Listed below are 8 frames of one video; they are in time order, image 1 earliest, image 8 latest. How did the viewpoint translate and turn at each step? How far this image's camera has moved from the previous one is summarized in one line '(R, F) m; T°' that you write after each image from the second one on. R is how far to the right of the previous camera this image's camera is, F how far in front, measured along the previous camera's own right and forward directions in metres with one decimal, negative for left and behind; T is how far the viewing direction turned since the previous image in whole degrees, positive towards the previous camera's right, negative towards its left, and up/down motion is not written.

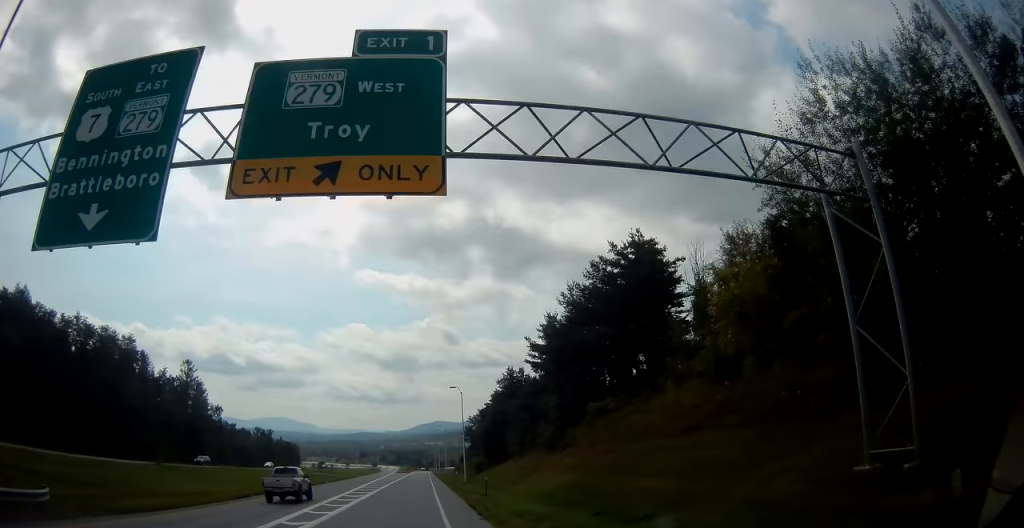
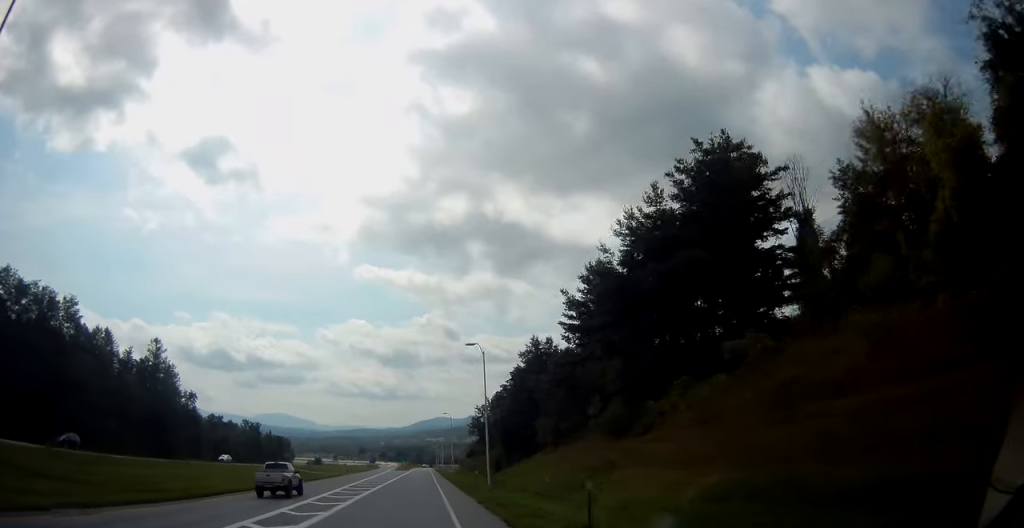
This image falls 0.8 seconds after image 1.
(+0.1, +20.4) m; +1°
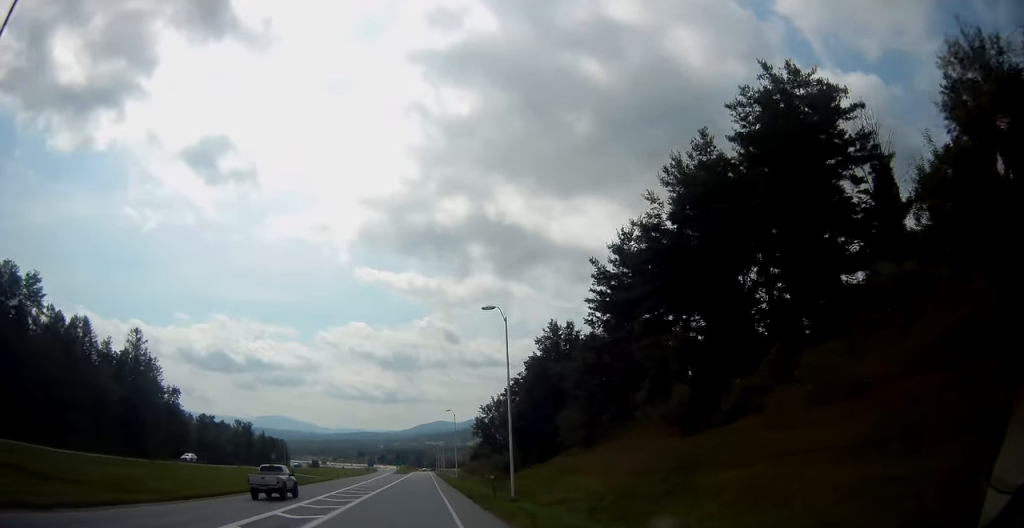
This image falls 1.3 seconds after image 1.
(-0.1, +10.6) m; 0°
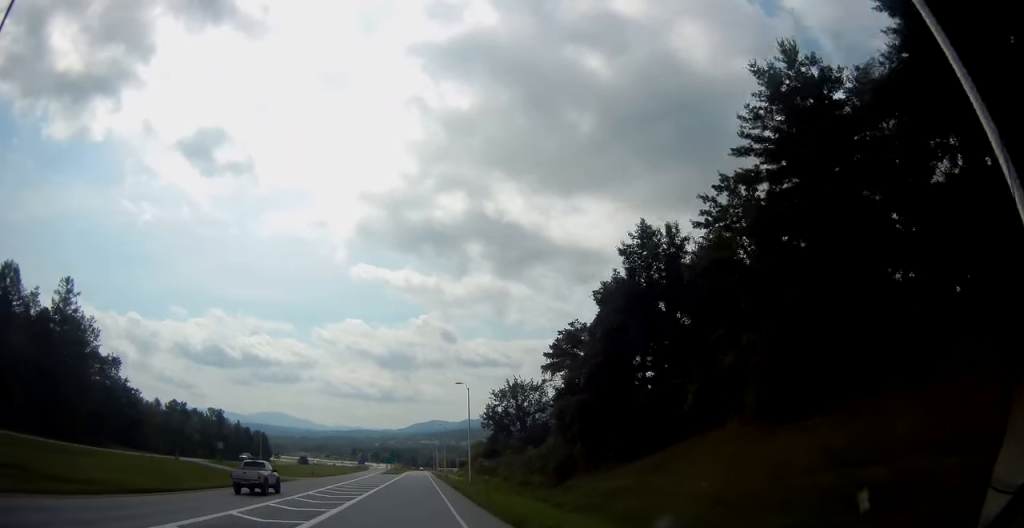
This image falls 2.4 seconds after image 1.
(+0.2, +28.5) m; 0°
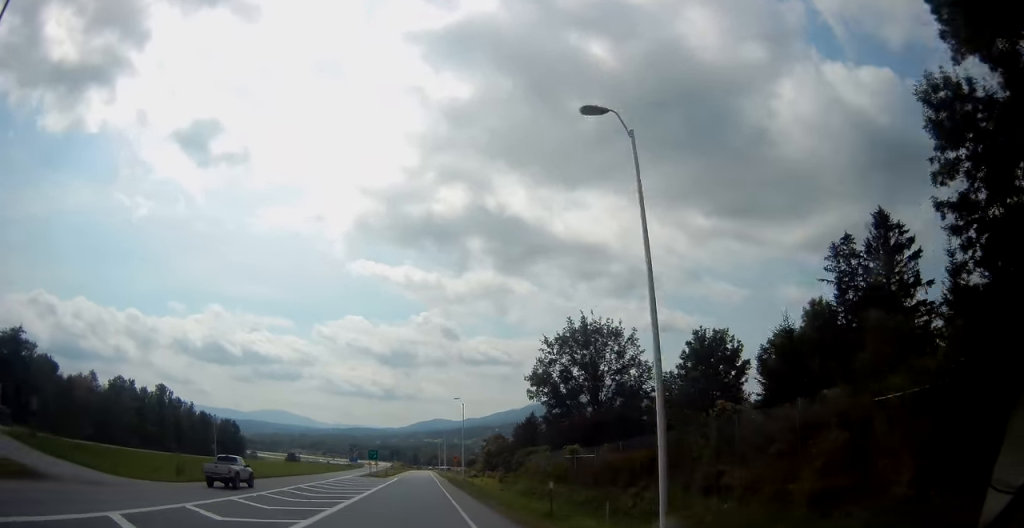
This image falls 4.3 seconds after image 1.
(-0.5, +46.5) m; -1°
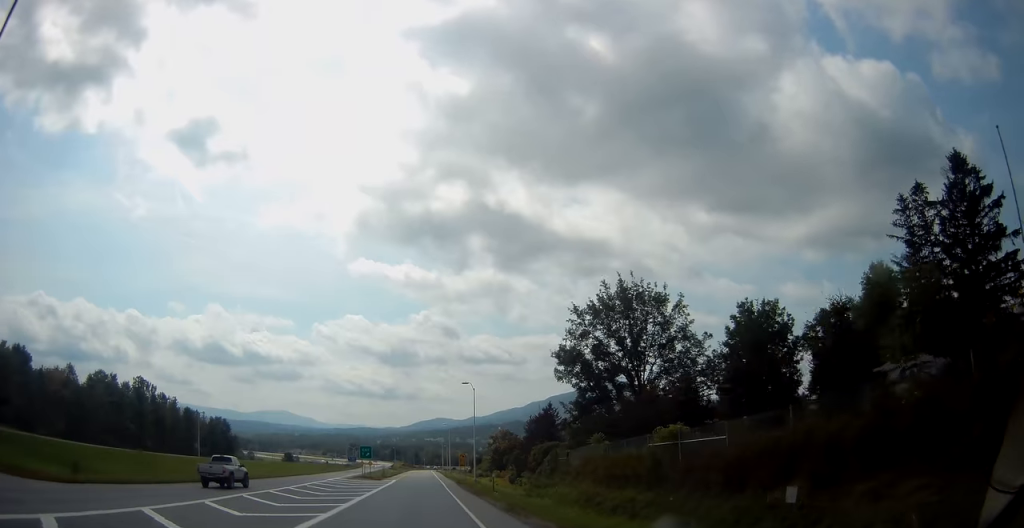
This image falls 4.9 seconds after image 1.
(0.0, +13.0) m; 0°
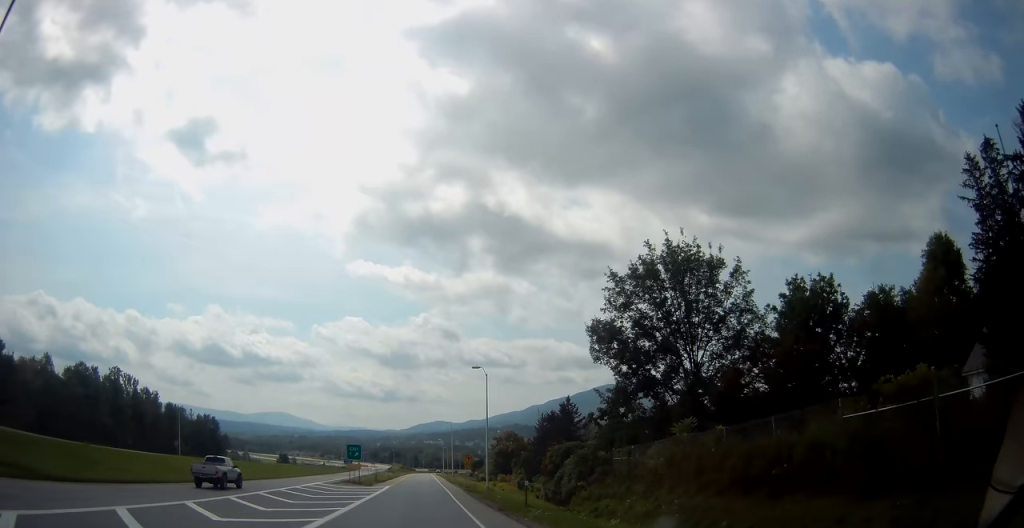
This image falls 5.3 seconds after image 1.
(0.0, +11.4) m; 0°
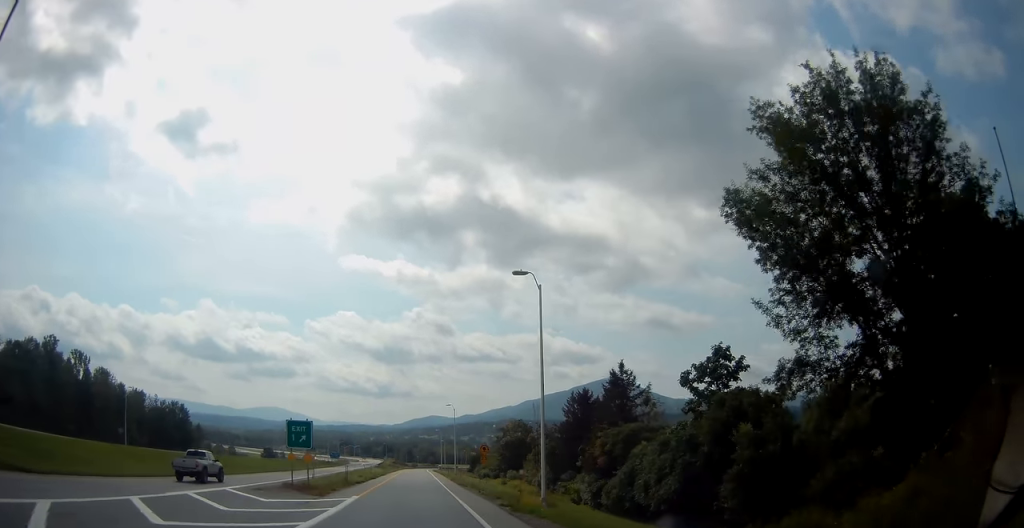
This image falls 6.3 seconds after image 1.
(-0.3, +23.6) m; +1°
